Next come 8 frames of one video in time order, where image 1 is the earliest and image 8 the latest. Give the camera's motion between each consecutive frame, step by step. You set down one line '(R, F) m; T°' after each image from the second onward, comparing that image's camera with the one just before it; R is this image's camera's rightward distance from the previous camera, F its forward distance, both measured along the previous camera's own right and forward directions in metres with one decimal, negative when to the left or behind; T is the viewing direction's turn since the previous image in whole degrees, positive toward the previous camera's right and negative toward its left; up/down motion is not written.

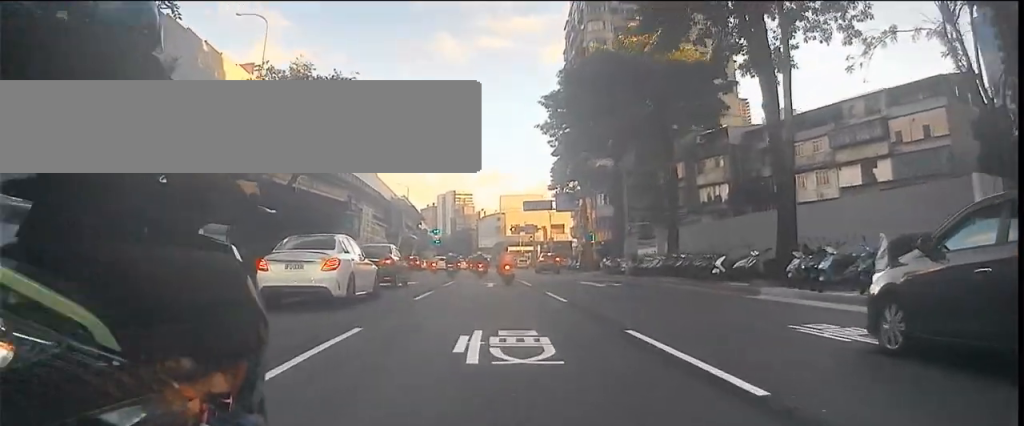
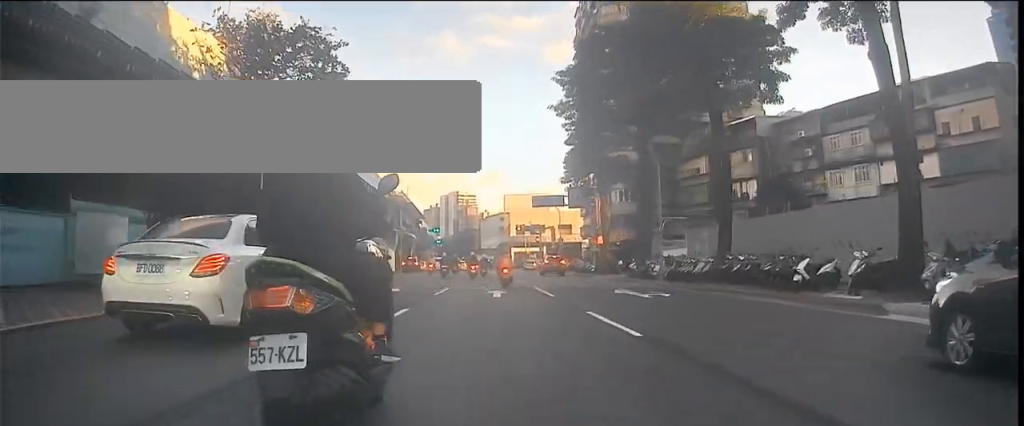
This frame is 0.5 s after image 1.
(+0.2, +6.5) m; -2°
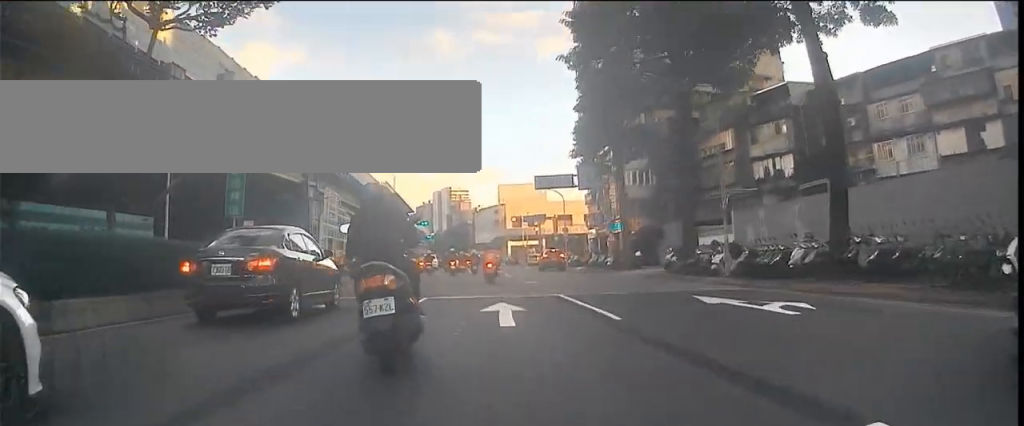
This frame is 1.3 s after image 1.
(-0.5, +9.4) m; +1°
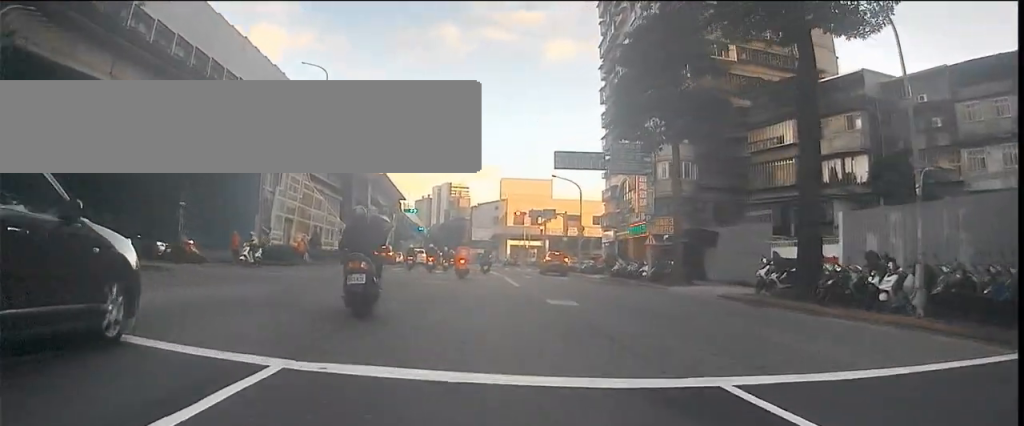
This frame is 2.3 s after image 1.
(+0.4, +12.5) m; +2°
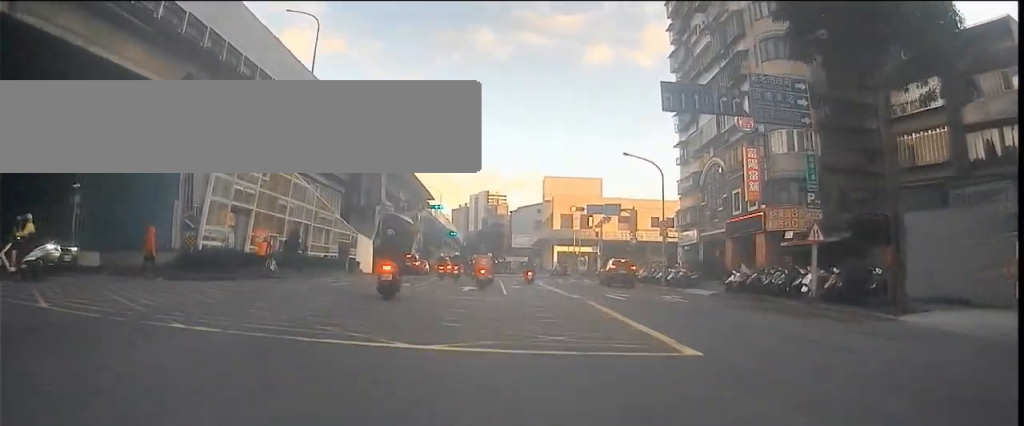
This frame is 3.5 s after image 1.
(-0.1, +17.2) m; -1°
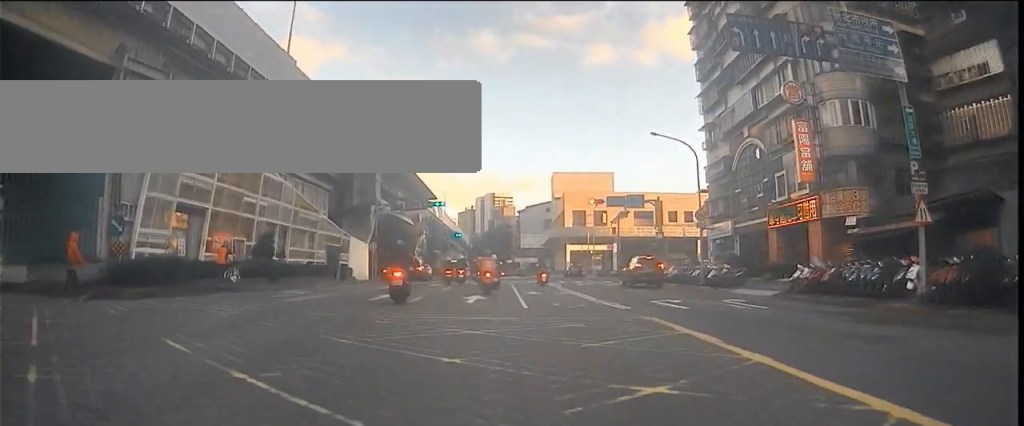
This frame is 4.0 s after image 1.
(0.0, +7.3) m; -1°
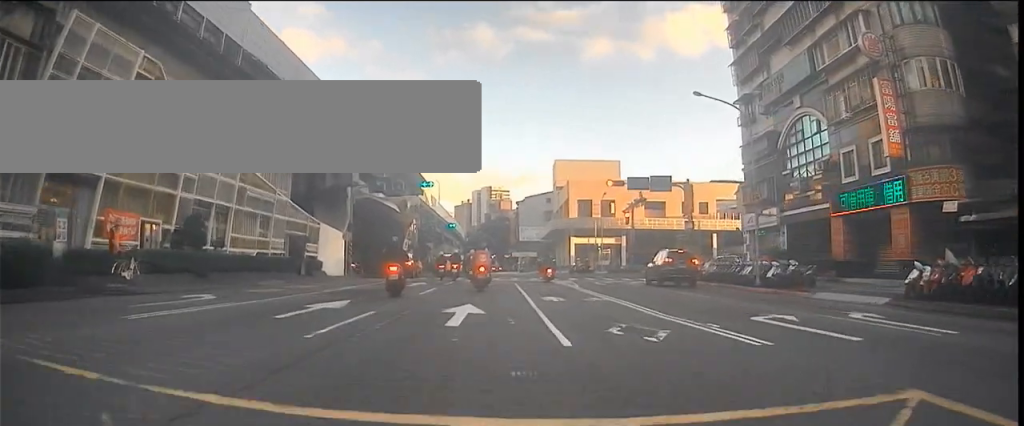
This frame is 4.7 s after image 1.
(0.0, +9.4) m; 0°
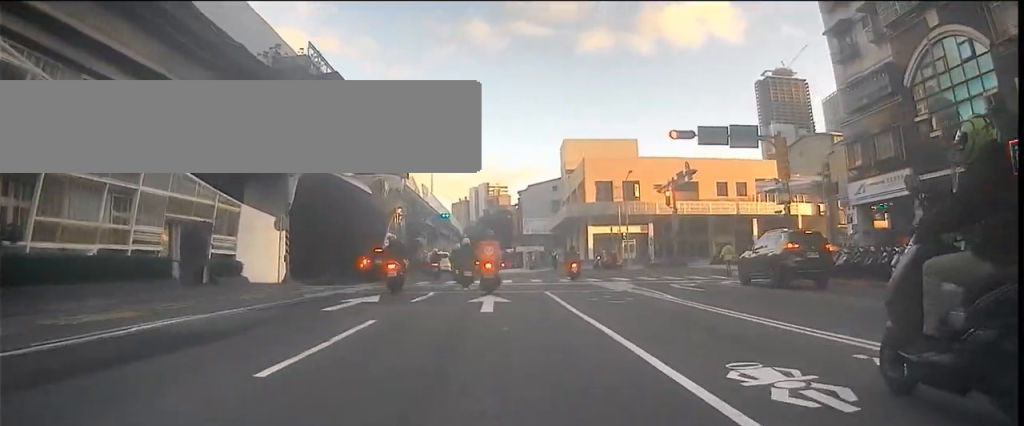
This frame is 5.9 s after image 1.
(-0.2, +14.4) m; -2°
